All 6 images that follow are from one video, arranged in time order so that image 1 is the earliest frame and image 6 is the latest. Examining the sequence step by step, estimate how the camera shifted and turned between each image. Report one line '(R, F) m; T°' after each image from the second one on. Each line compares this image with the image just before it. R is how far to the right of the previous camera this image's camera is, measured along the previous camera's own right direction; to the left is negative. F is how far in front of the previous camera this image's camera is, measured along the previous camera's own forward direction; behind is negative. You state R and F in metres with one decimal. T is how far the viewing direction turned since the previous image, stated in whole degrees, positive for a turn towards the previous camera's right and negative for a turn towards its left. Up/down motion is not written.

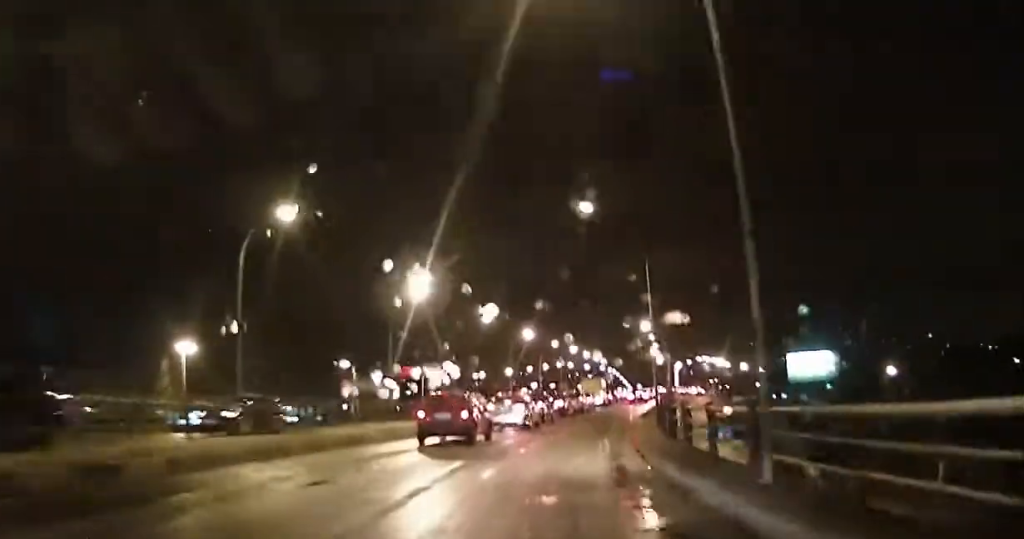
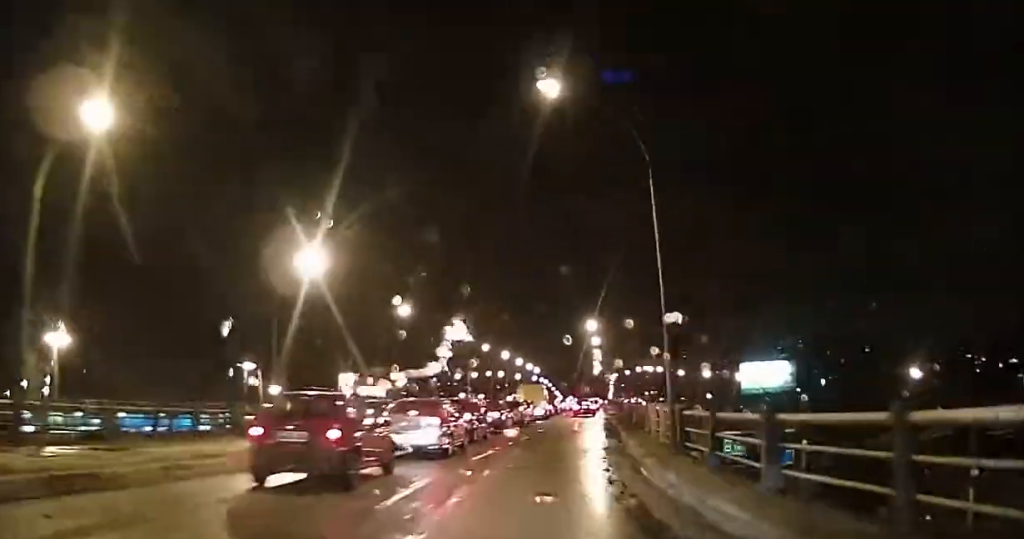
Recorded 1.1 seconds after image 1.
(+1.2, +11.9) m; +11°
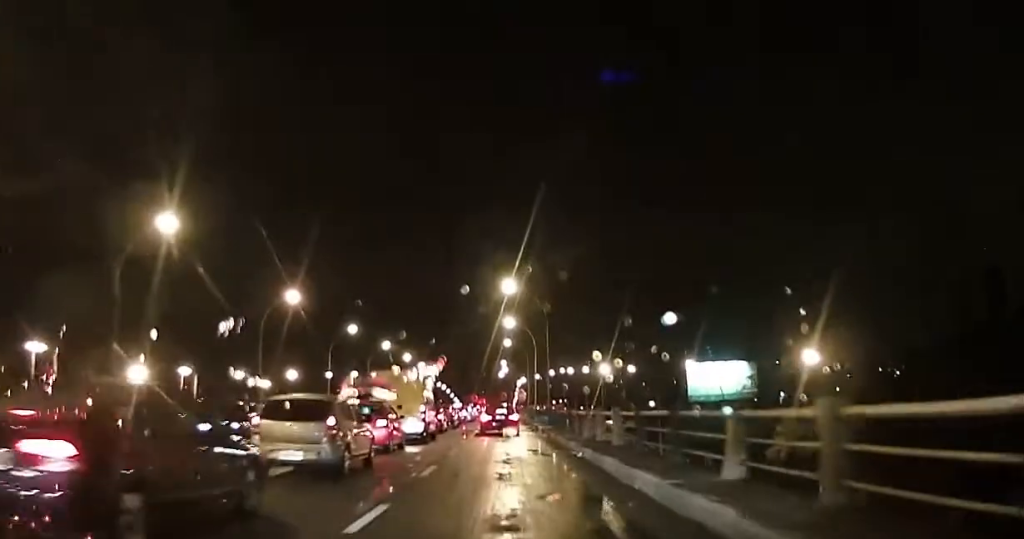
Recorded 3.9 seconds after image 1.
(+2.3, +26.8) m; +8°
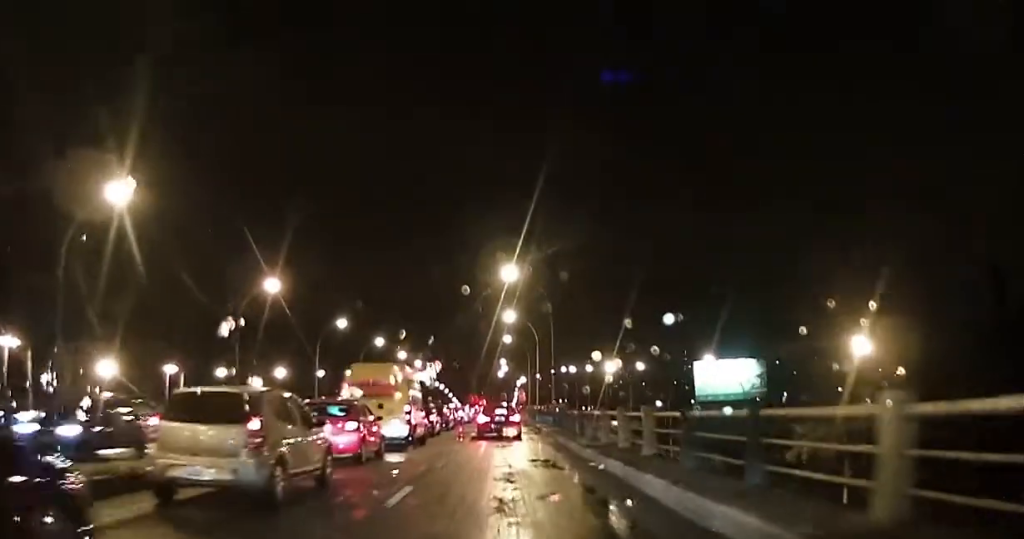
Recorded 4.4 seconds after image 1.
(+0.1, +4.7) m; +1°
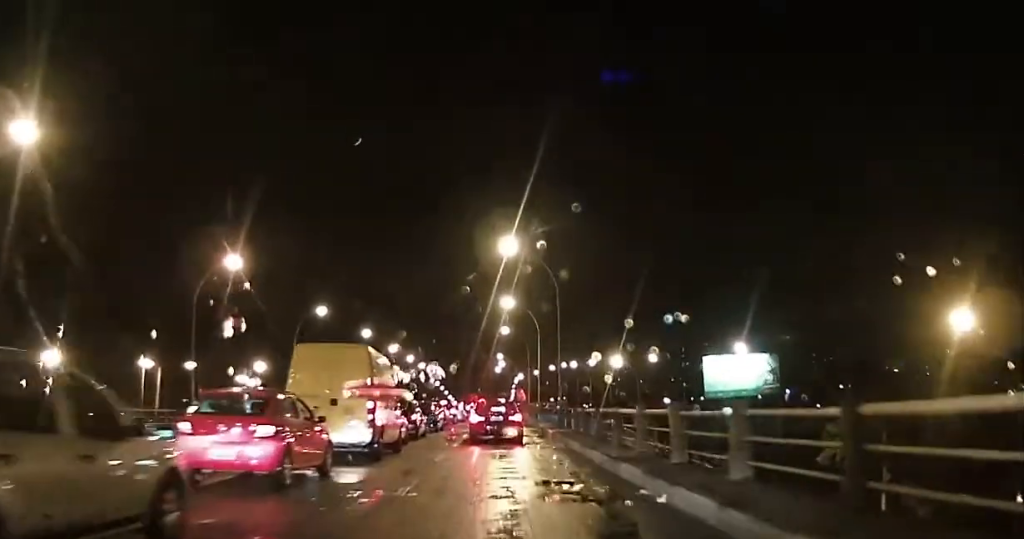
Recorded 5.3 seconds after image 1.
(0.0, +6.7) m; +3°
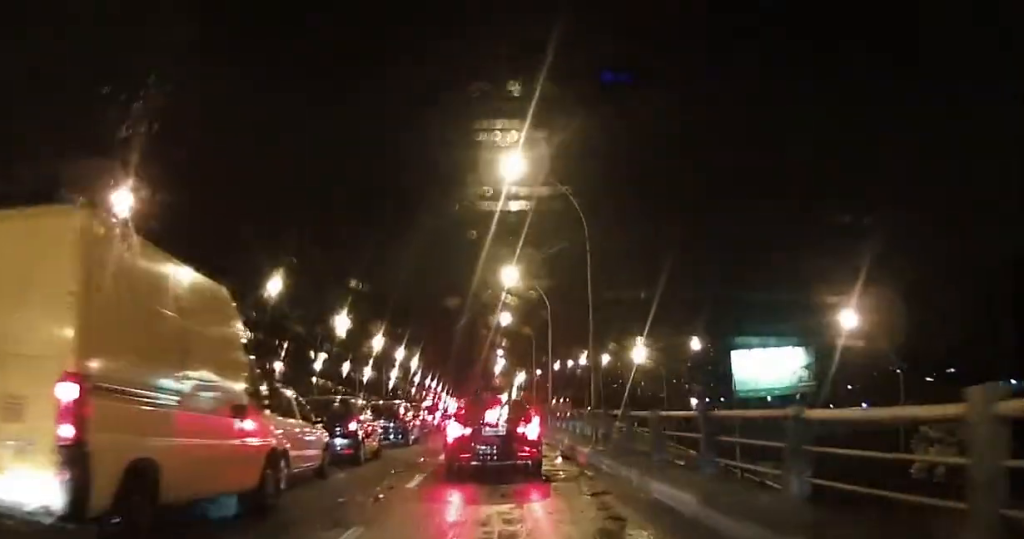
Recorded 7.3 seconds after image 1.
(+0.9, +13.3) m; +5°
